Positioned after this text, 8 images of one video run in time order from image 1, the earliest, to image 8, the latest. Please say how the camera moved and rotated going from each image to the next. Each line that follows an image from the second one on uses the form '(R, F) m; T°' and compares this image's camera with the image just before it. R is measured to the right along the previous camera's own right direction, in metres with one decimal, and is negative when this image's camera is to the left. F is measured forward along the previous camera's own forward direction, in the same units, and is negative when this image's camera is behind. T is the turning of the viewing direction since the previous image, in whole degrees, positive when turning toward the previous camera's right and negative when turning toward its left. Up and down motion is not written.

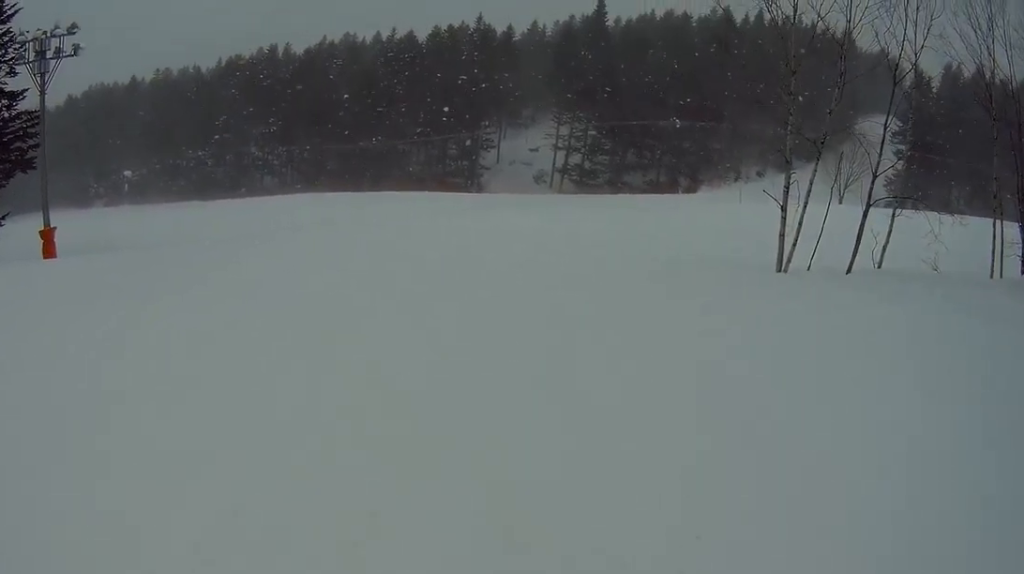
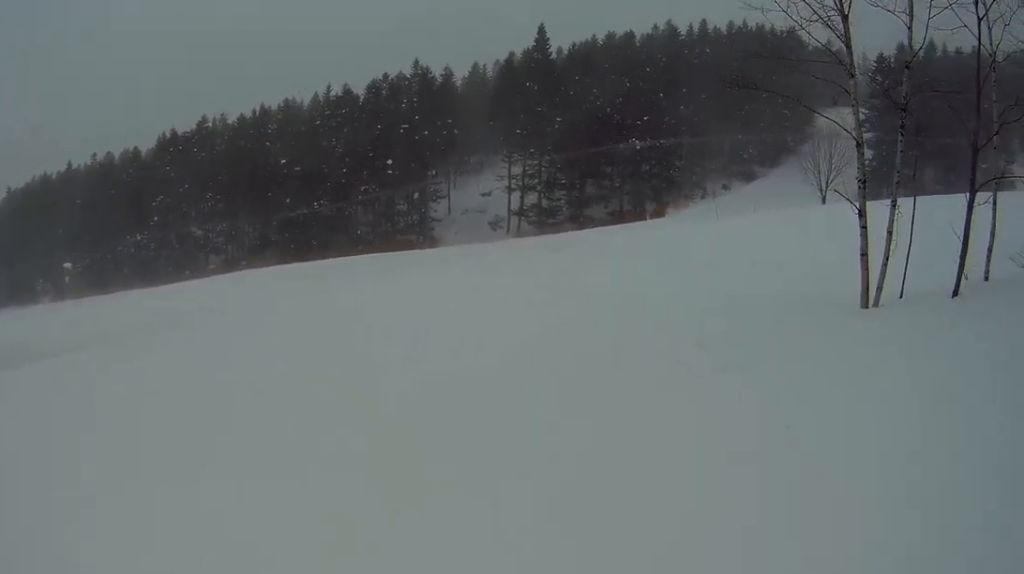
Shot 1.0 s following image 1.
(-1.3, +5.0) m; +4°
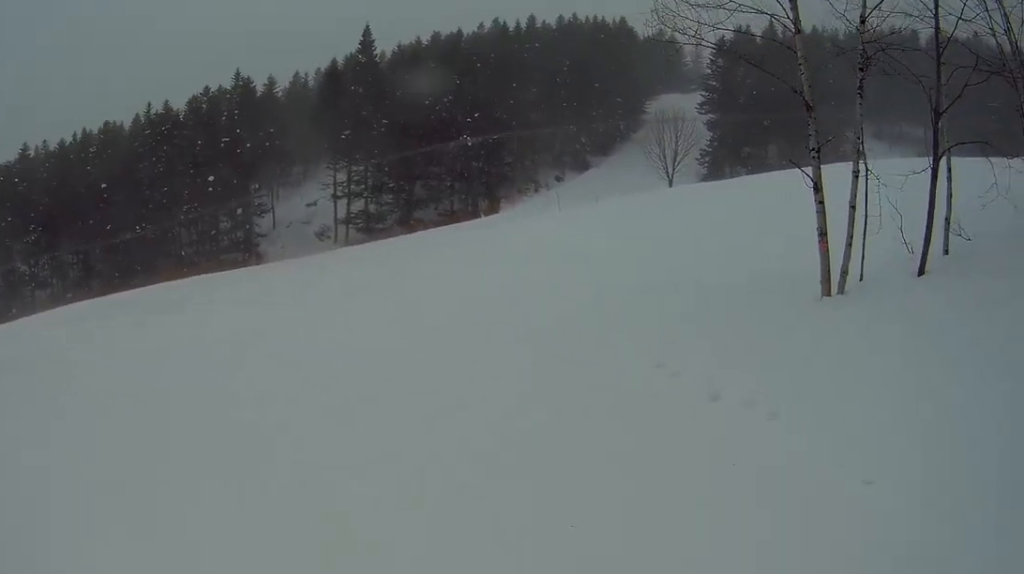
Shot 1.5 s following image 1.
(+0.7, +2.4) m; +13°
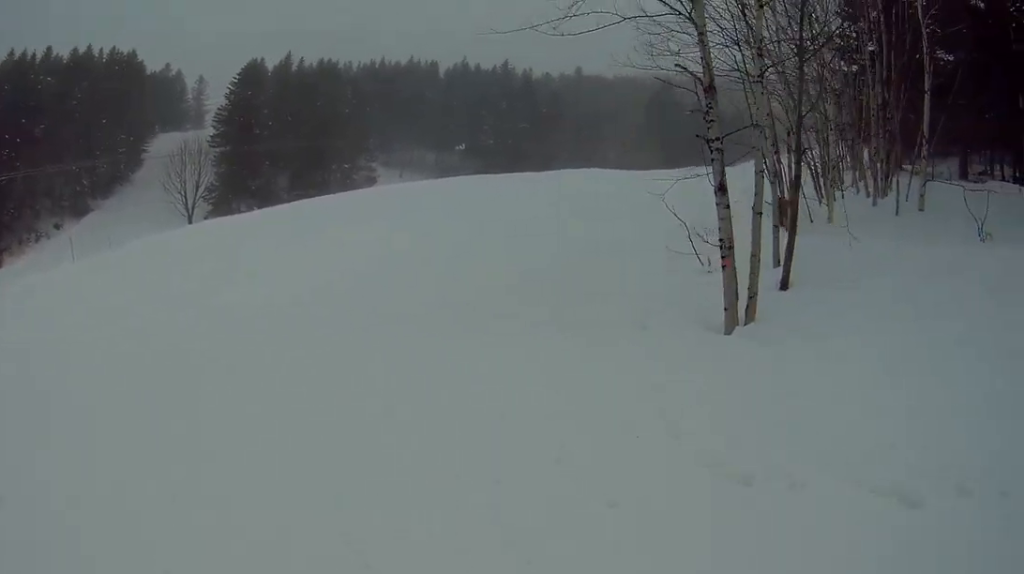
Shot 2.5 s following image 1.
(+1.5, +5.4) m; +16°
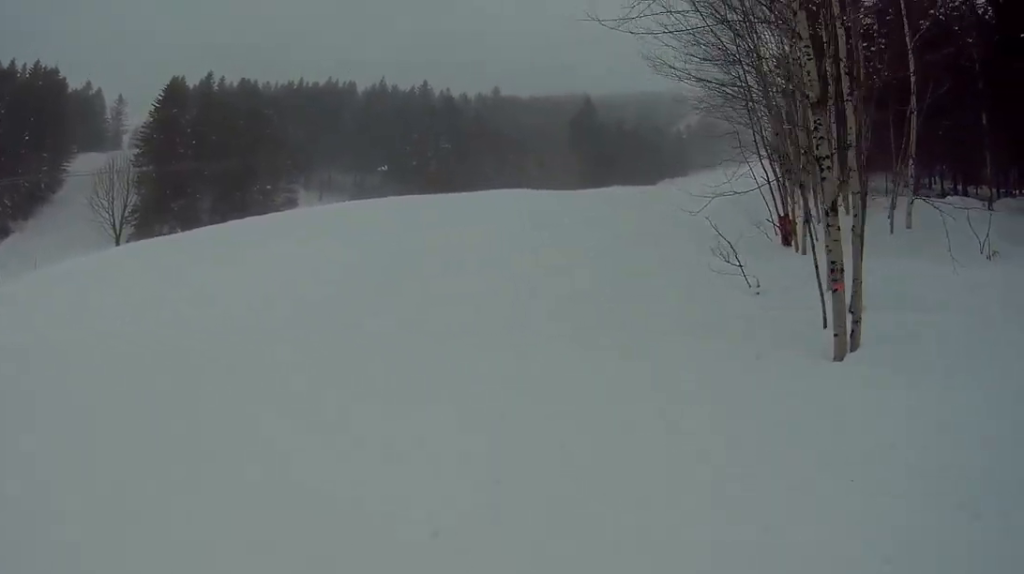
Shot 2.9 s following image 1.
(+0.4, +2.4) m; 0°
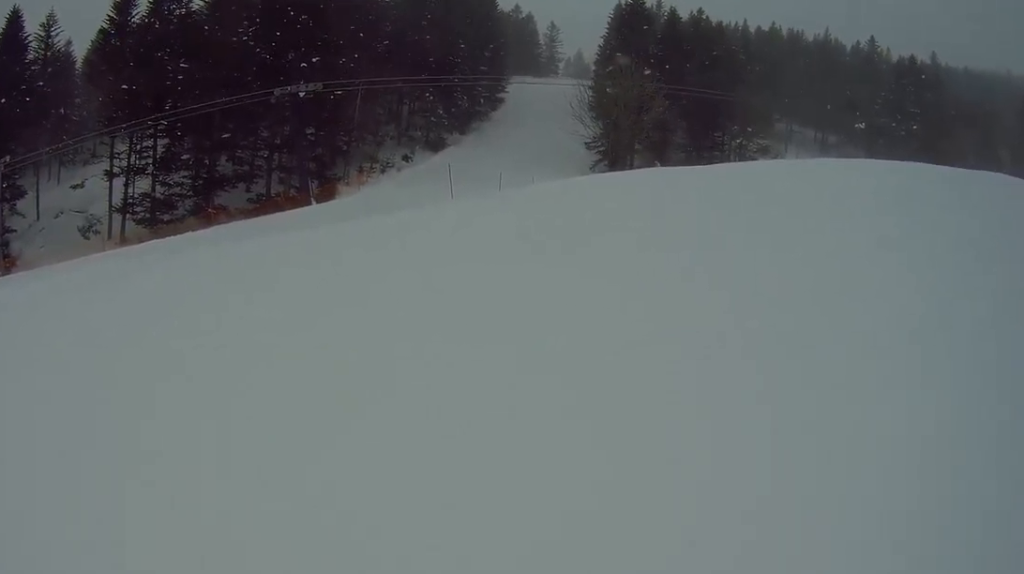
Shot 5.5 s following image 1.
(-1.1, +12.7) m; +4°
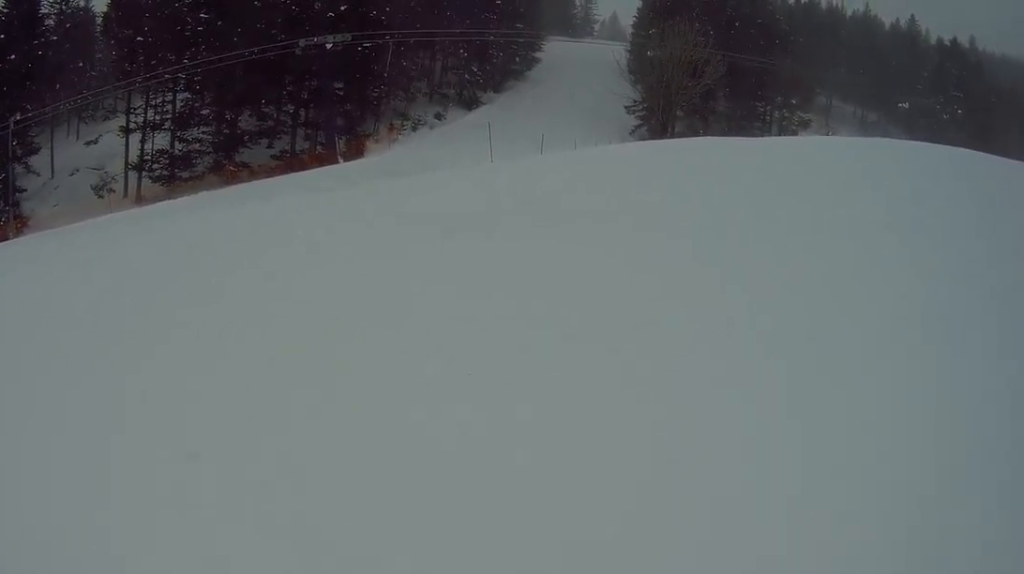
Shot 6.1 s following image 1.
(+0.5, +2.8) m; -2°
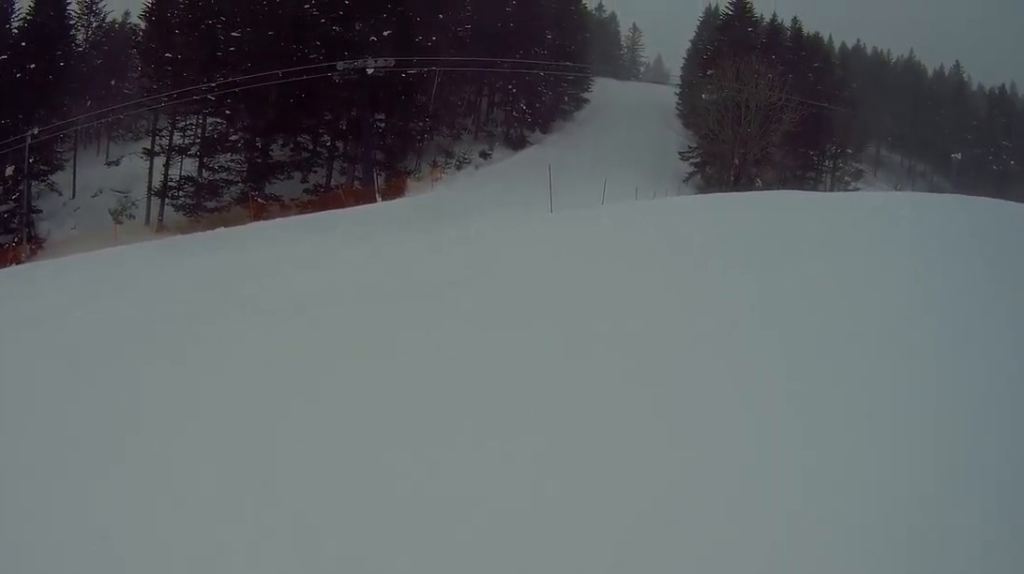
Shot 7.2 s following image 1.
(-1.1, +4.1) m; -16°
